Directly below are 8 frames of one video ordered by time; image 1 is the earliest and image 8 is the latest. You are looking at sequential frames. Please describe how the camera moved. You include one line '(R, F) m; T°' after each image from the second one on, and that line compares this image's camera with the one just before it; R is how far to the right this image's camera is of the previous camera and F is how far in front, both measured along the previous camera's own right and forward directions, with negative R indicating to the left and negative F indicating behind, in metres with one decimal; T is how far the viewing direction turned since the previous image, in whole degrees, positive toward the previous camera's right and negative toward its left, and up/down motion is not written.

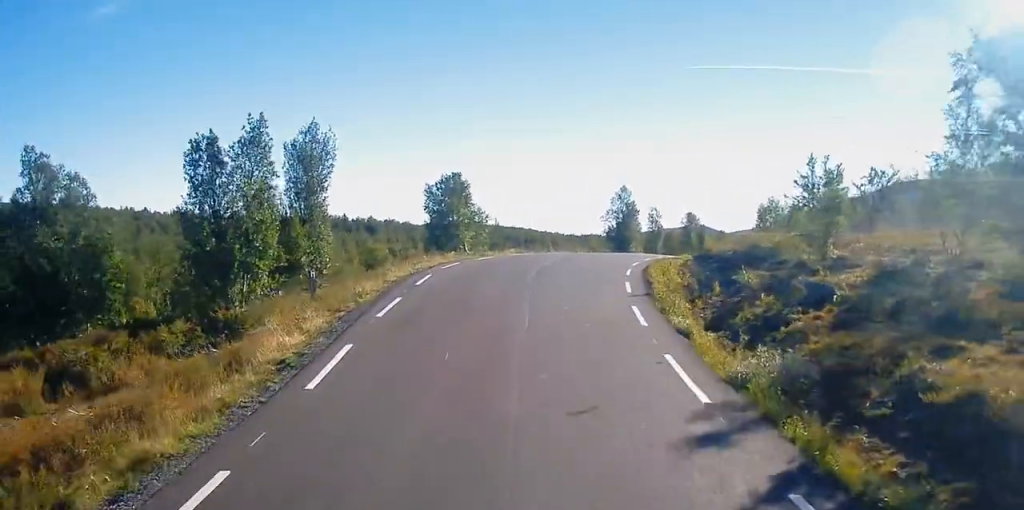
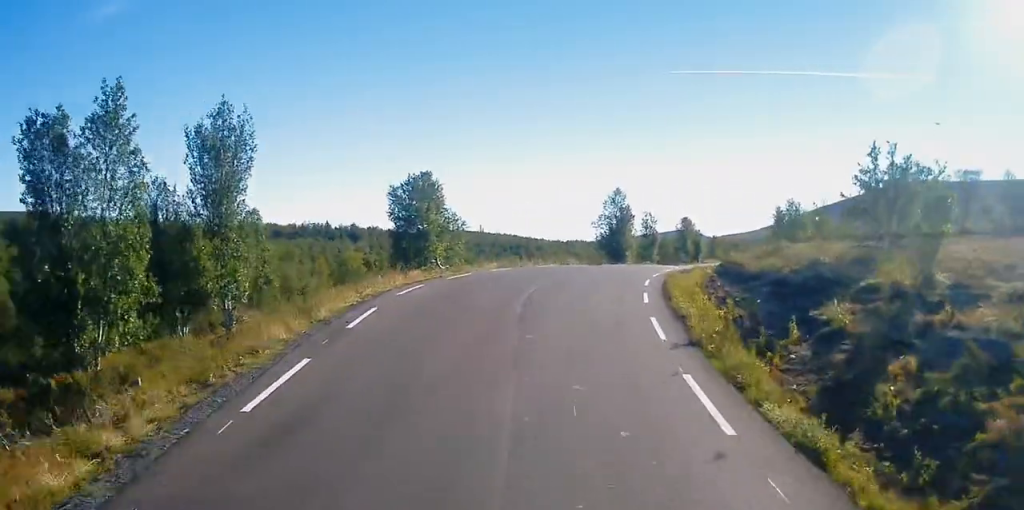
(+0.2, +7.0) m; +2°
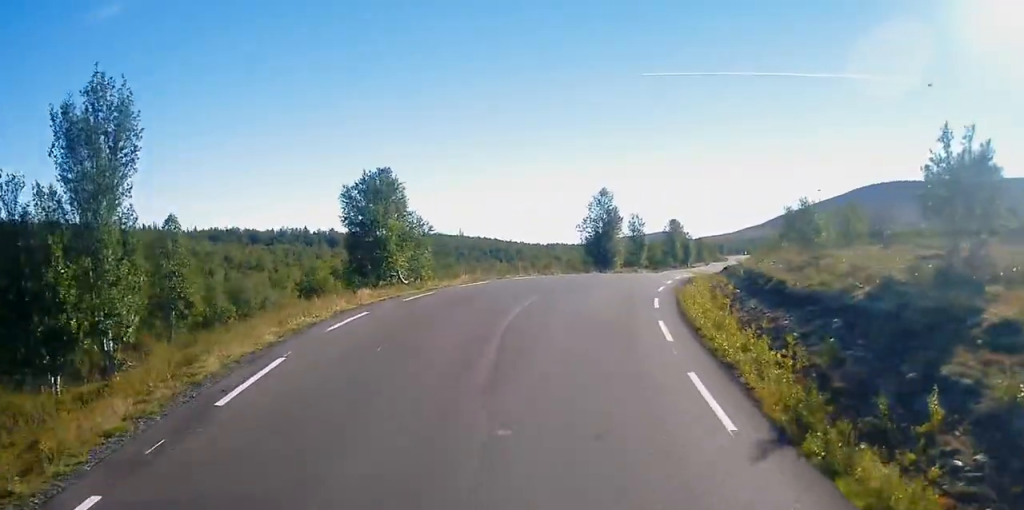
(0.0, +5.7) m; +2°
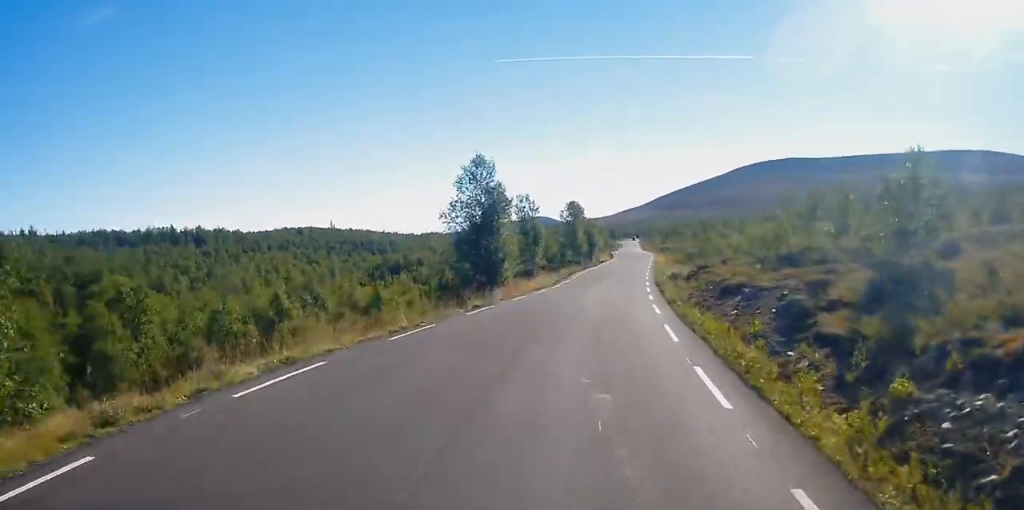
(+1.7, +22.5) m; +9°
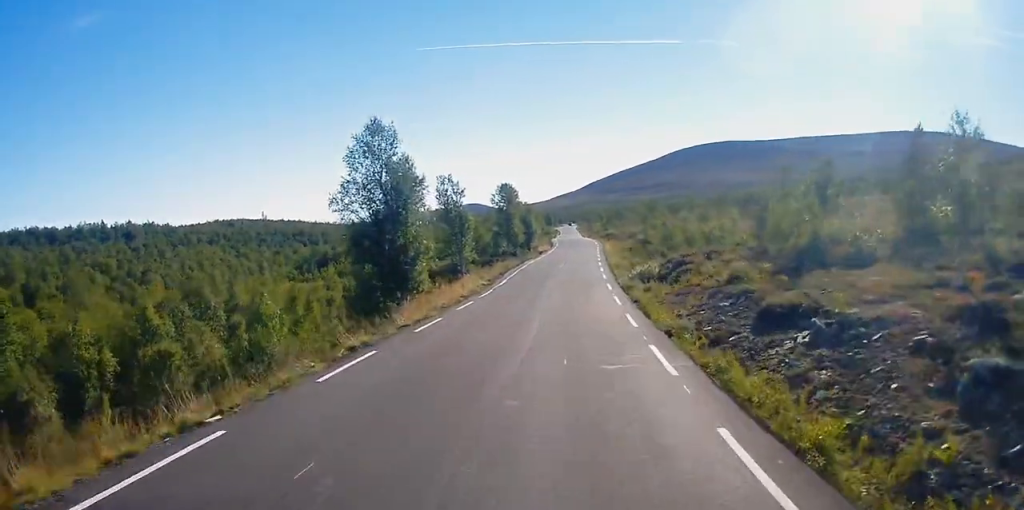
(+0.4, +10.3) m; +3°
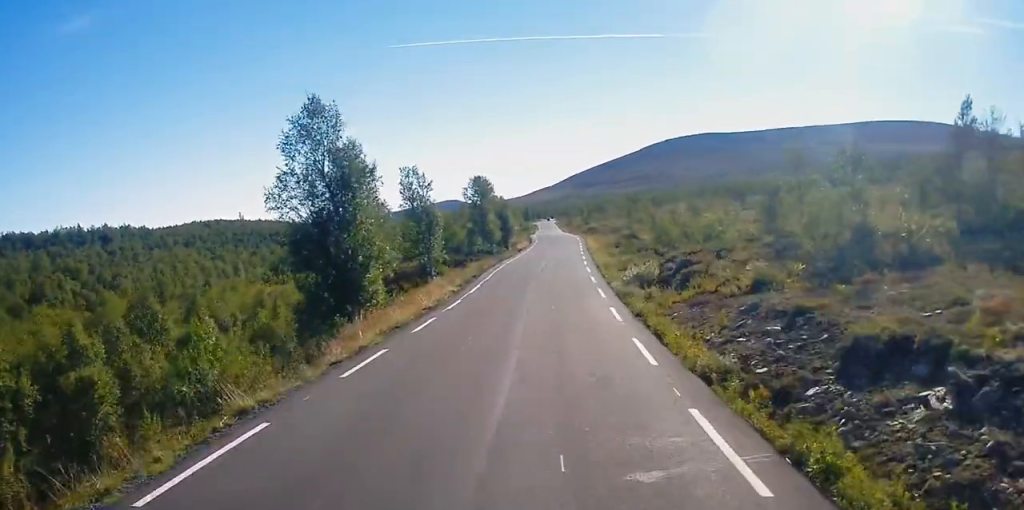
(+0.1, +5.2) m; +1°
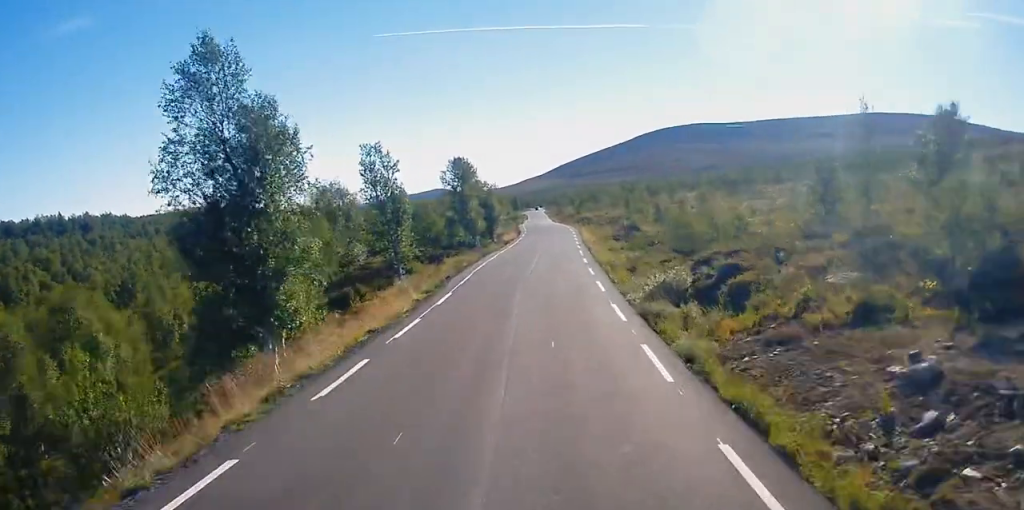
(0.0, +7.6) m; 0°
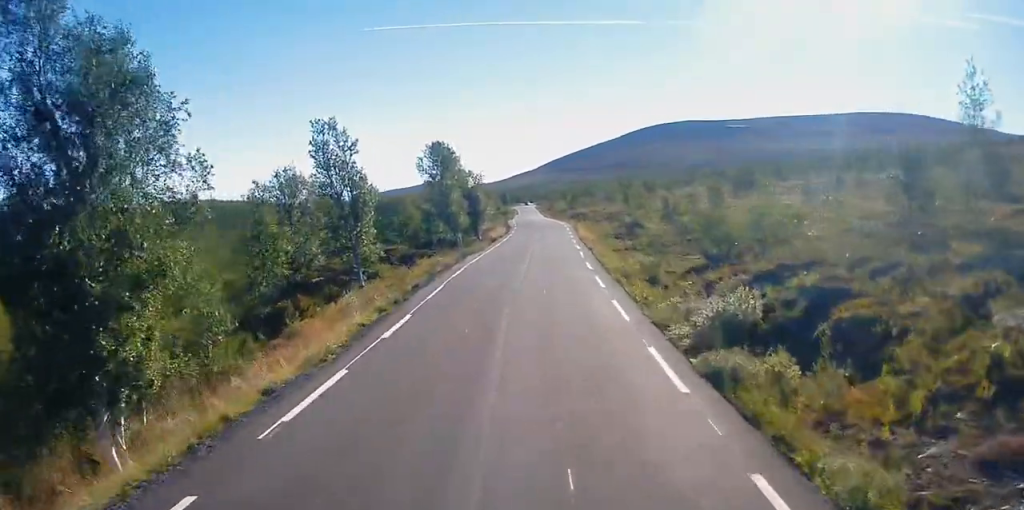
(0.0, +7.0) m; 0°
